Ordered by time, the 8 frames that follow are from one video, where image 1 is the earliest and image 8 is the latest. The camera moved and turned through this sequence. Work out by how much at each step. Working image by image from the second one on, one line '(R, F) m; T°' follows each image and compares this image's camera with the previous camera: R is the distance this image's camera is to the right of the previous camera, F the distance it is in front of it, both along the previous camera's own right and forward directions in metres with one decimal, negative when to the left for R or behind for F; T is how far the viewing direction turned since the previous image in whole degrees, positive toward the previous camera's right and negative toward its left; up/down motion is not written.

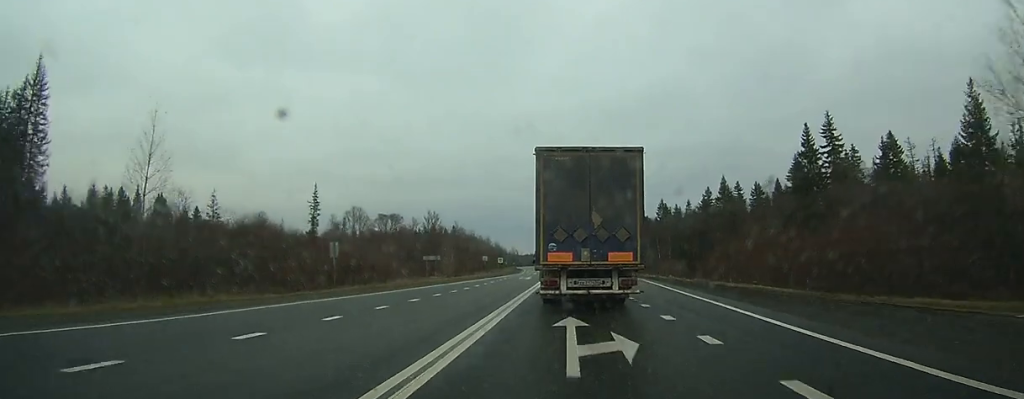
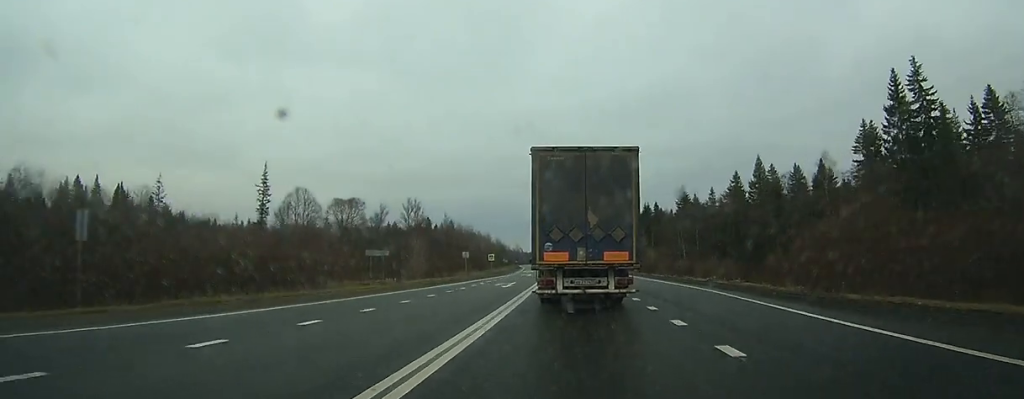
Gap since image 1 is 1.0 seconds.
(-0.1, +21.4) m; 0°
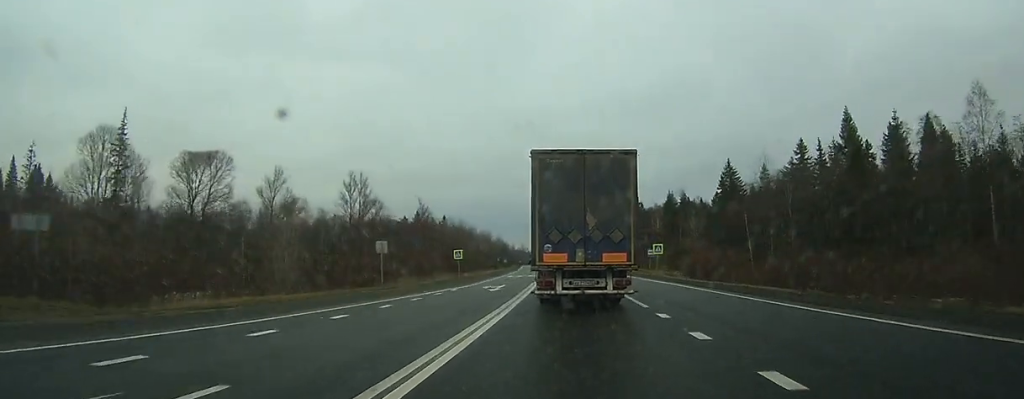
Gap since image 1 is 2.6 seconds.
(-0.1, +34.1) m; -1°
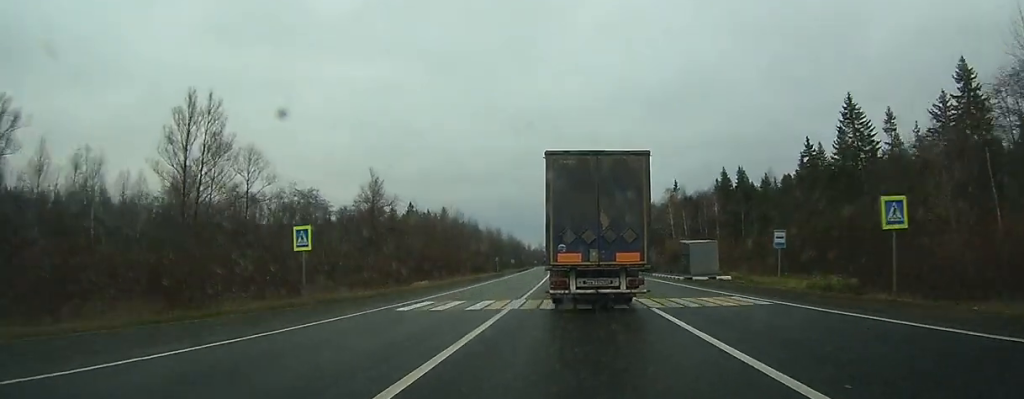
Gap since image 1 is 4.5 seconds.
(-0.4, +39.9) m; -1°
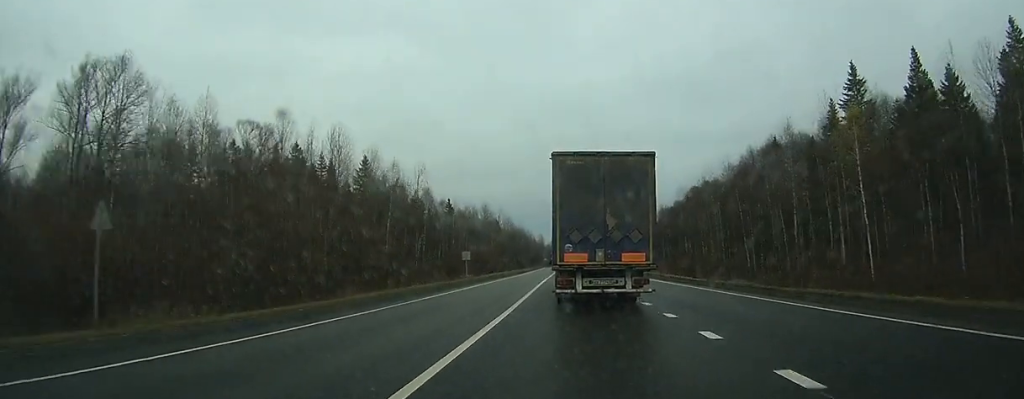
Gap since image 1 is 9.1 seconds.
(-2.8, +100.5) m; -3°
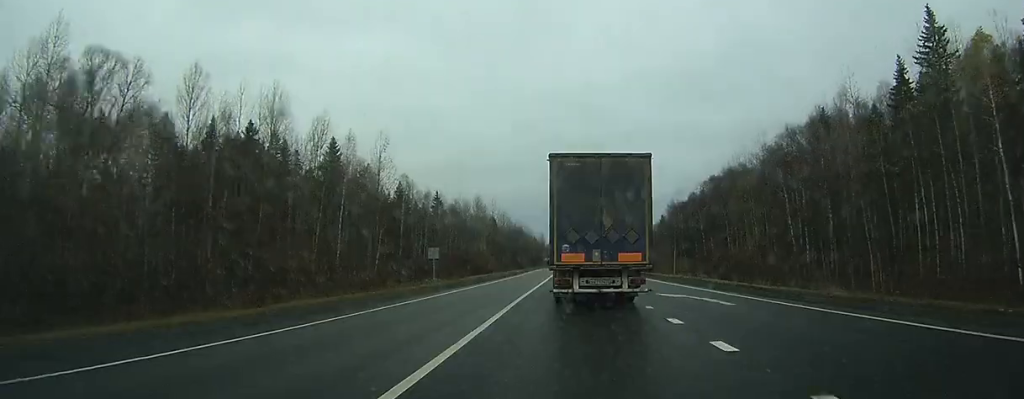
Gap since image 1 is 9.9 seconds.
(-0.1, +17.3) m; 0°
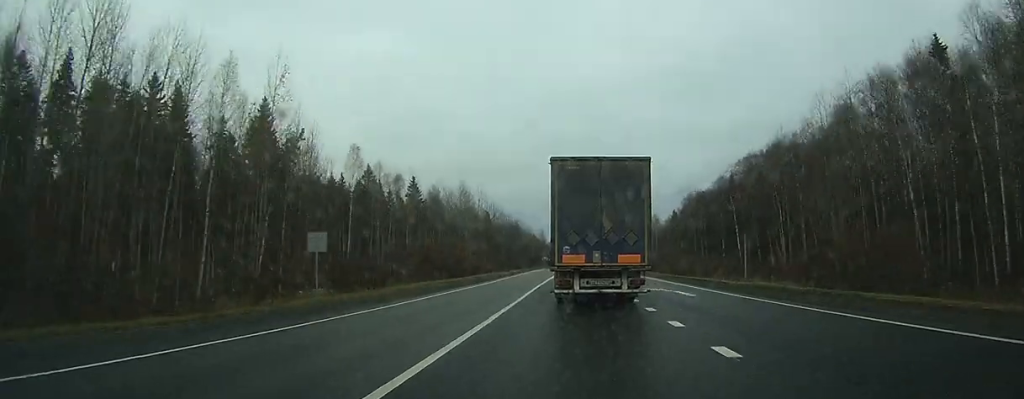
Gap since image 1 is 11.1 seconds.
(0.0, +24.5) m; 0°
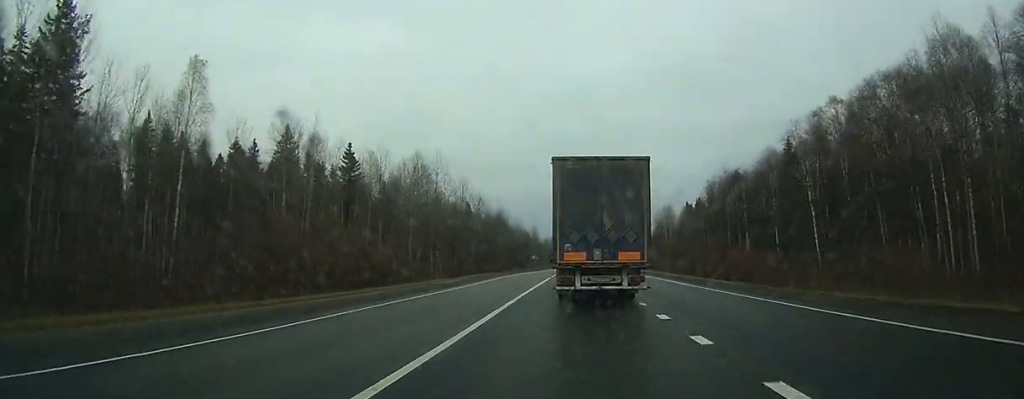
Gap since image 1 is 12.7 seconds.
(0.0, +34.7) m; 0°
